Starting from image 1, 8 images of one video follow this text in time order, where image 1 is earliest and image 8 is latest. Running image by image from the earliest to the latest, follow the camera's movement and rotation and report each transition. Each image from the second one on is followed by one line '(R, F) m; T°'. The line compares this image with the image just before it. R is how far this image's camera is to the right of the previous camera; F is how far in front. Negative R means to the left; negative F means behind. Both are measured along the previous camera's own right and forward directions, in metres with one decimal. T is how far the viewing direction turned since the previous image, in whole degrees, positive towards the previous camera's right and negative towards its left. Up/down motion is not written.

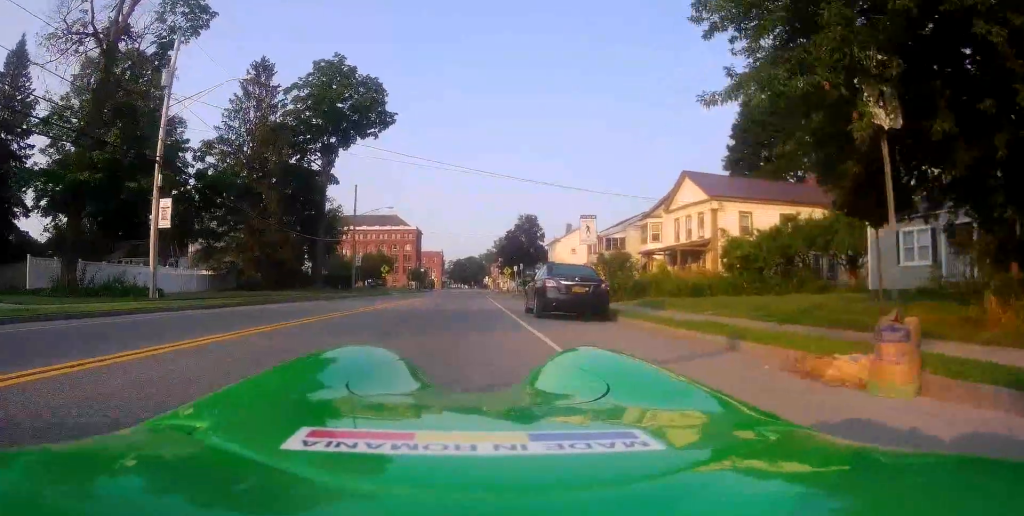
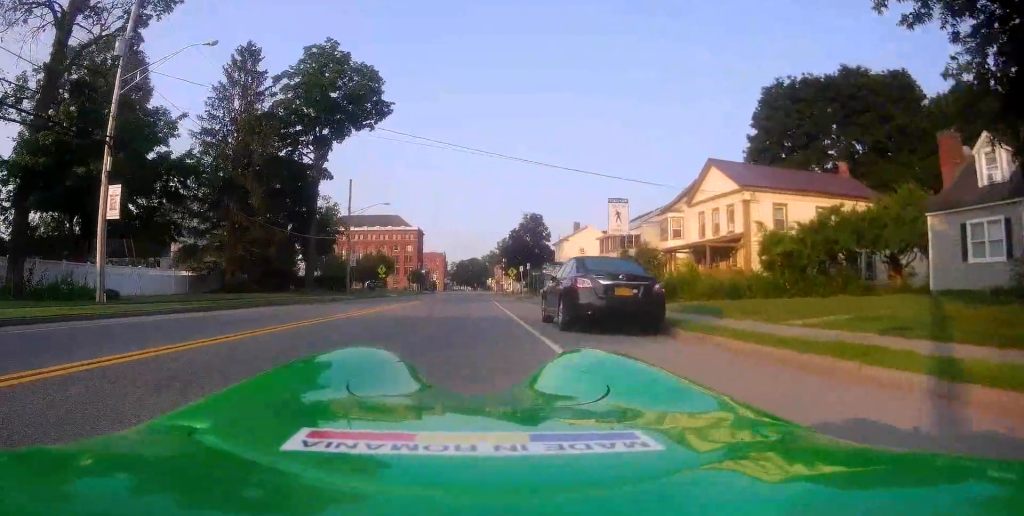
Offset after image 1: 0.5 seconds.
(+0.1, +4.3) m; -1°
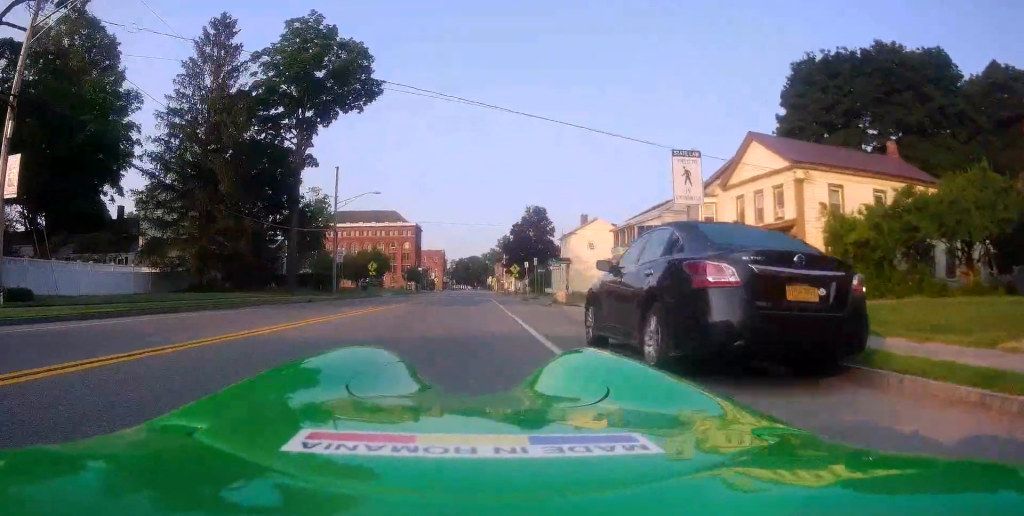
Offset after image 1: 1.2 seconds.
(-0.4, +5.6) m; +1°
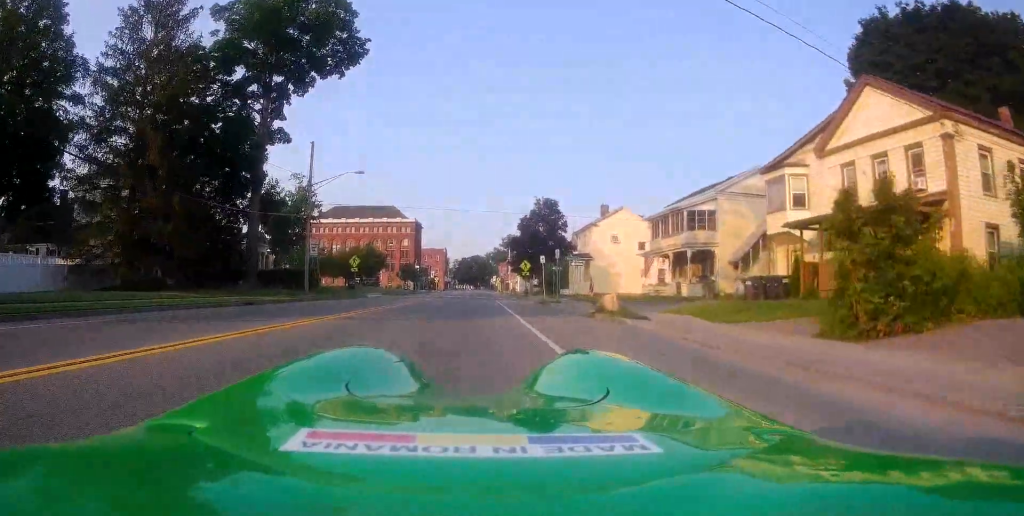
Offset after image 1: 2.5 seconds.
(+0.6, +10.1) m; 0°
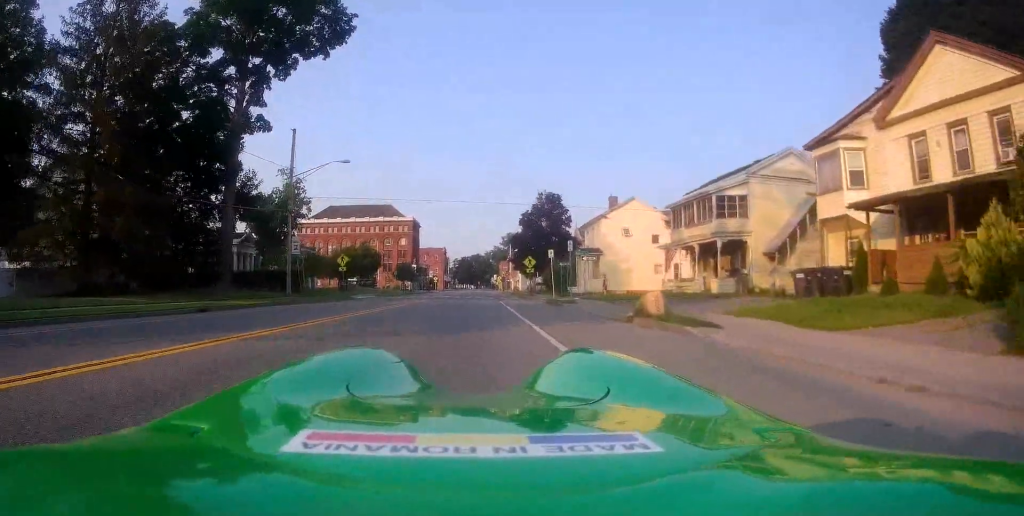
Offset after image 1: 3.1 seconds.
(-0.4, +4.3) m; -1°
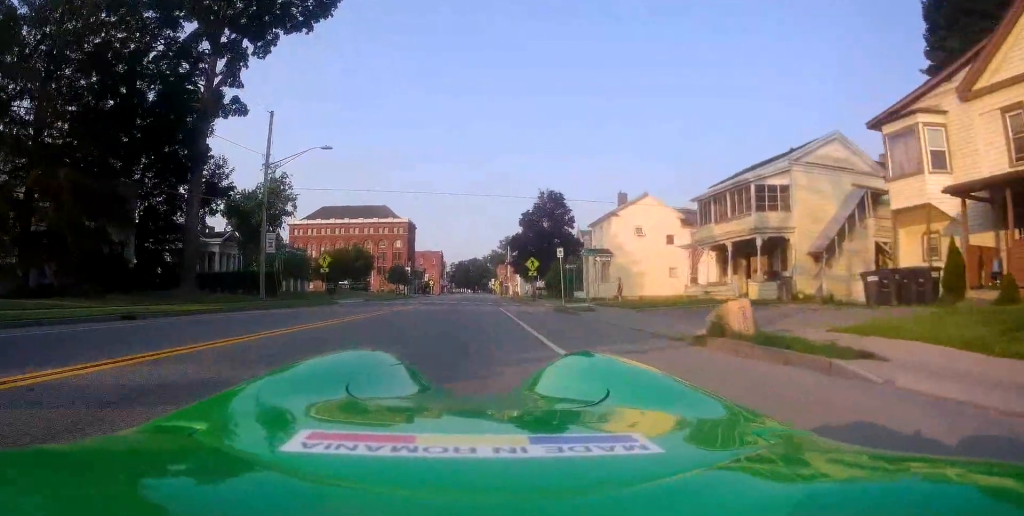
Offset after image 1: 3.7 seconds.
(-0.1, +5.0) m; +1°
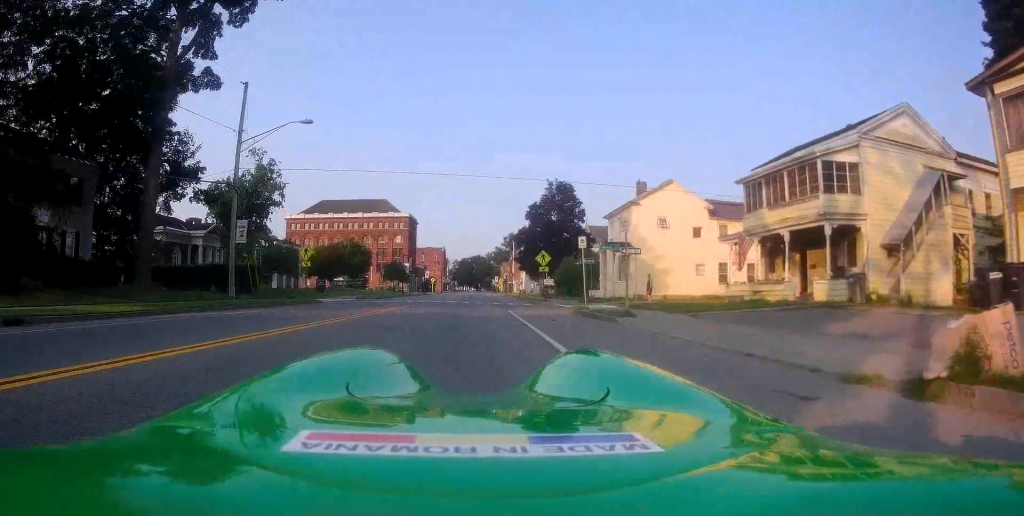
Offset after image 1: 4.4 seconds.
(+0.3, +5.3) m; +3°
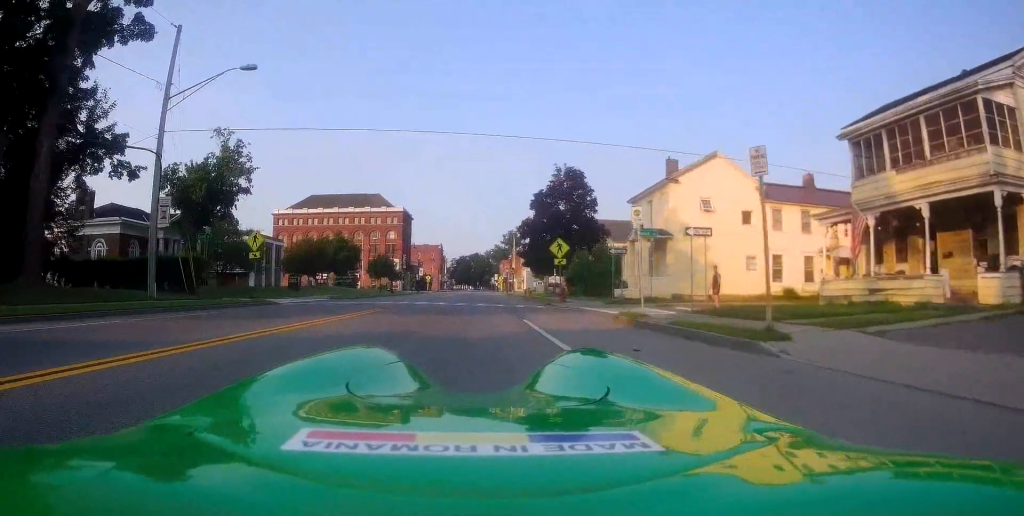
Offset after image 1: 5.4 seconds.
(0.0, +8.3) m; -4°
